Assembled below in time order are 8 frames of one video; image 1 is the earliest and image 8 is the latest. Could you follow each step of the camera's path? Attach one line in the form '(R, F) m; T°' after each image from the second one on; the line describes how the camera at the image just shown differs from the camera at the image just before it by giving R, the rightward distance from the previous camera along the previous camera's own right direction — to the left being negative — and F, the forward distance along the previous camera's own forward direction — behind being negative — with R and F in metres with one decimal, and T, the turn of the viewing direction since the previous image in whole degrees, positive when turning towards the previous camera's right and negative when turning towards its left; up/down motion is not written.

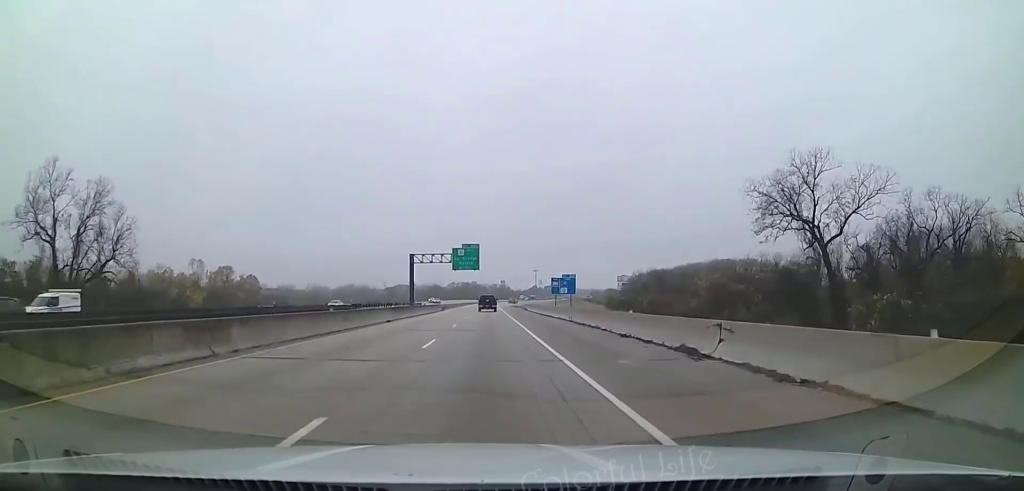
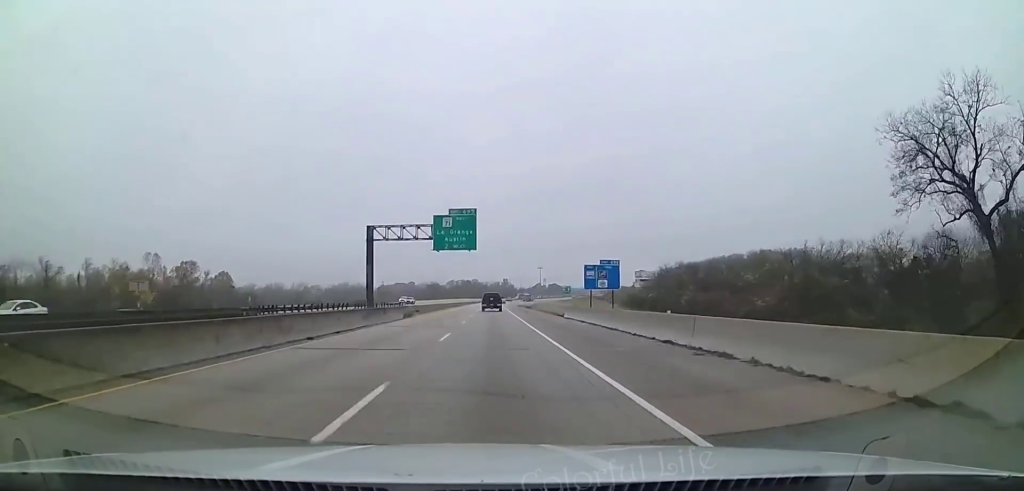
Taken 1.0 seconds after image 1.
(-0.2, +34.4) m; -1°
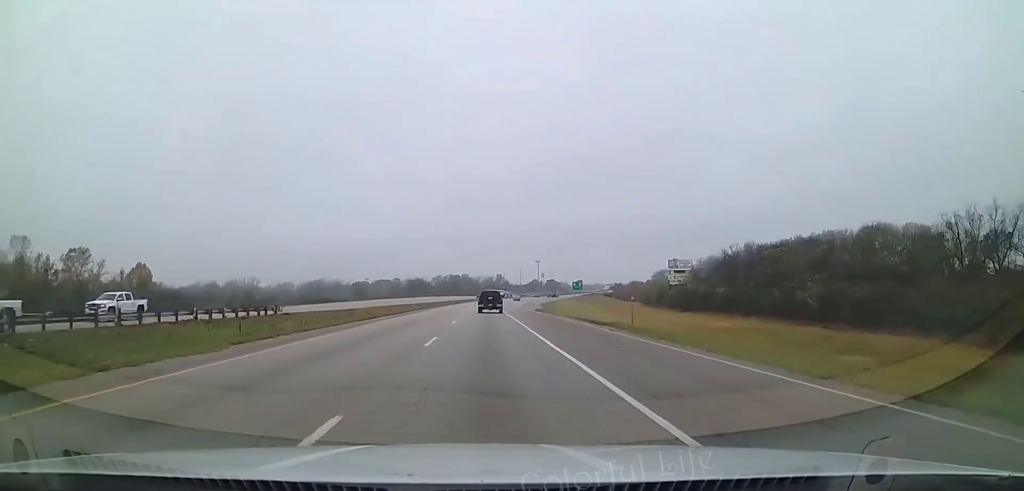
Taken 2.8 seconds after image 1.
(+0.8, +62.8) m; +2°
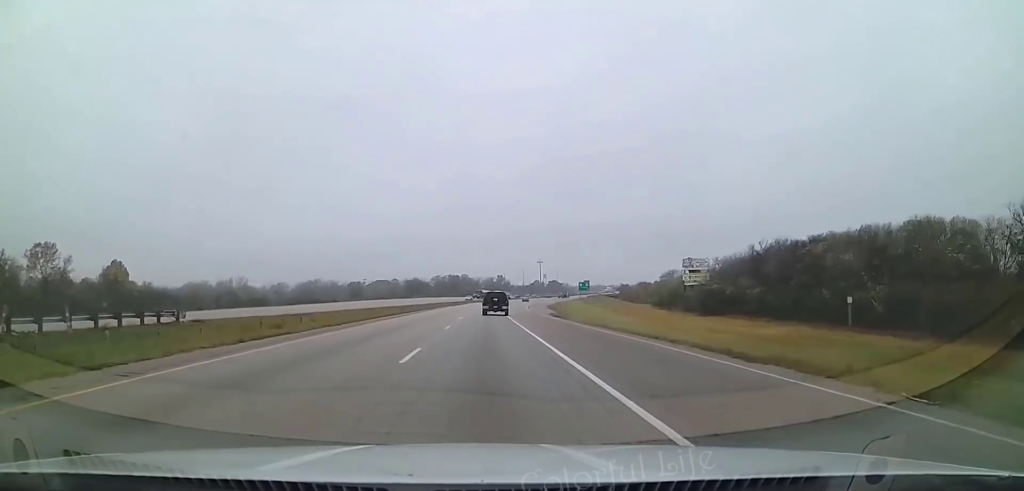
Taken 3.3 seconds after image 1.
(+0.2, +15.9) m; 0°
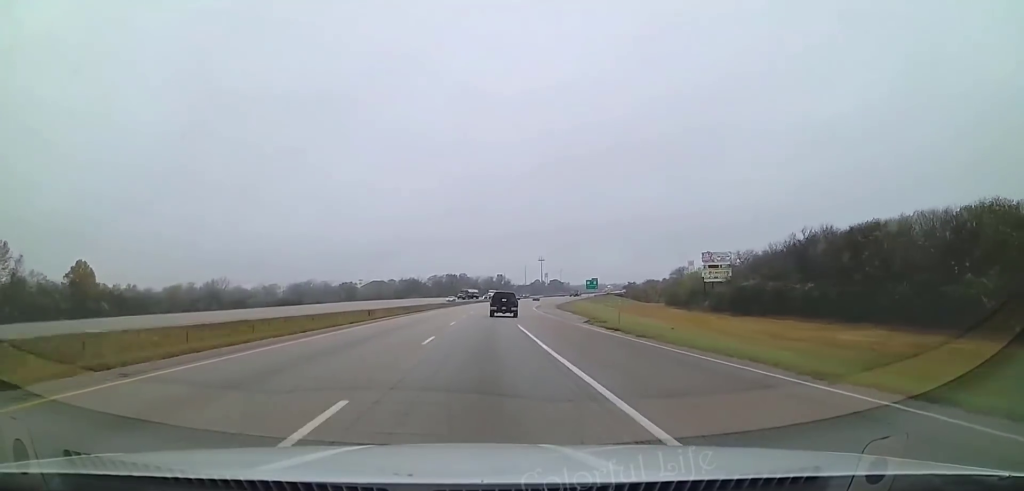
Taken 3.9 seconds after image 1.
(0.0, +19.4) m; -1°
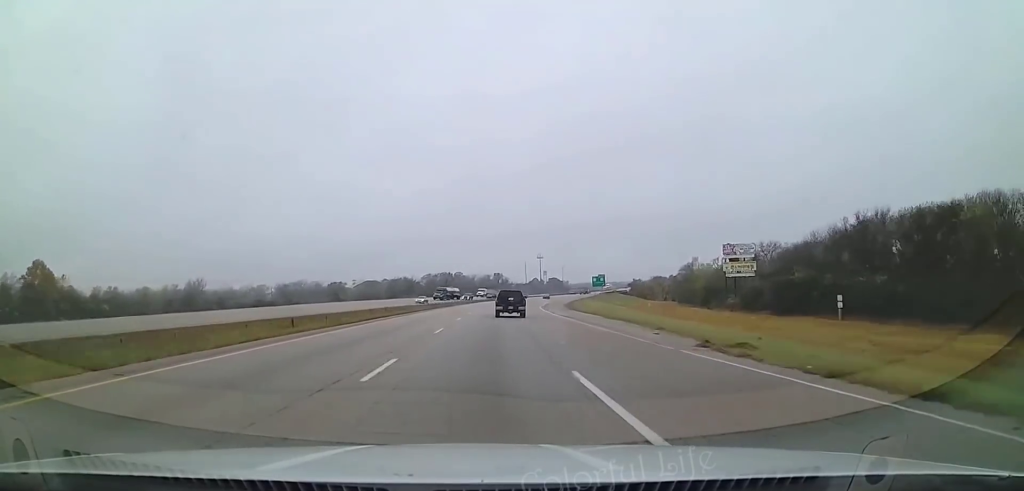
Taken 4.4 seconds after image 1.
(-0.1, +19.3) m; 0°
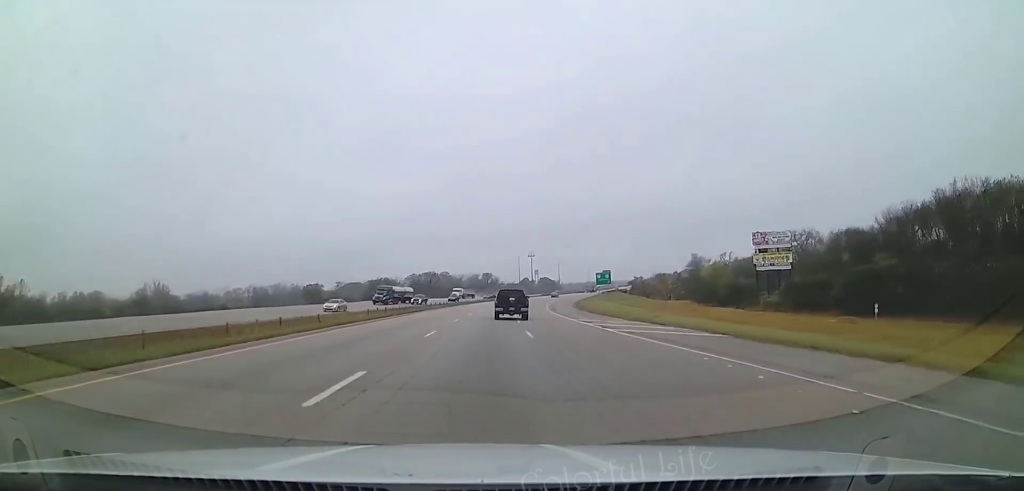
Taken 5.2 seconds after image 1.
(-0.8, +26.0) m; +1°
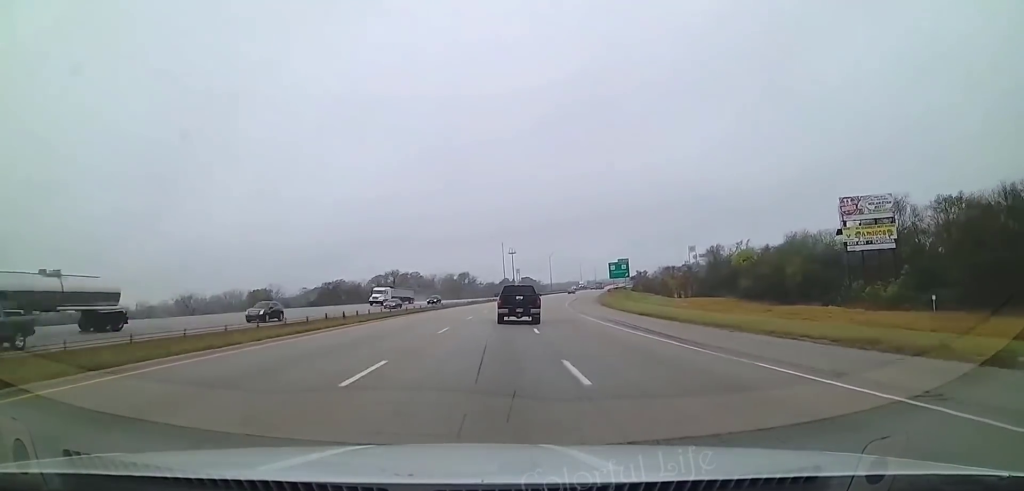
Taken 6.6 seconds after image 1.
(+2.2, +45.8) m; +4°
